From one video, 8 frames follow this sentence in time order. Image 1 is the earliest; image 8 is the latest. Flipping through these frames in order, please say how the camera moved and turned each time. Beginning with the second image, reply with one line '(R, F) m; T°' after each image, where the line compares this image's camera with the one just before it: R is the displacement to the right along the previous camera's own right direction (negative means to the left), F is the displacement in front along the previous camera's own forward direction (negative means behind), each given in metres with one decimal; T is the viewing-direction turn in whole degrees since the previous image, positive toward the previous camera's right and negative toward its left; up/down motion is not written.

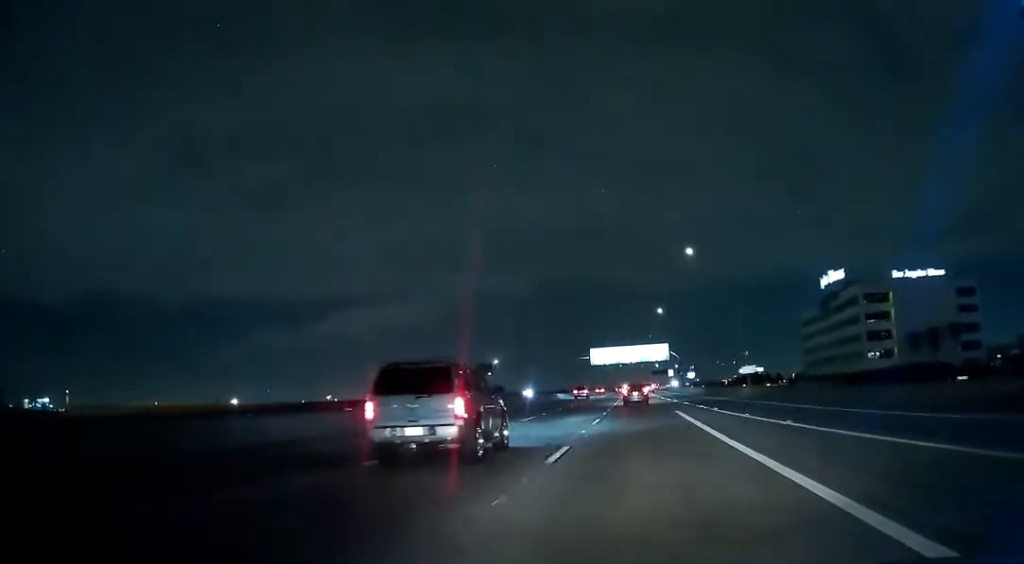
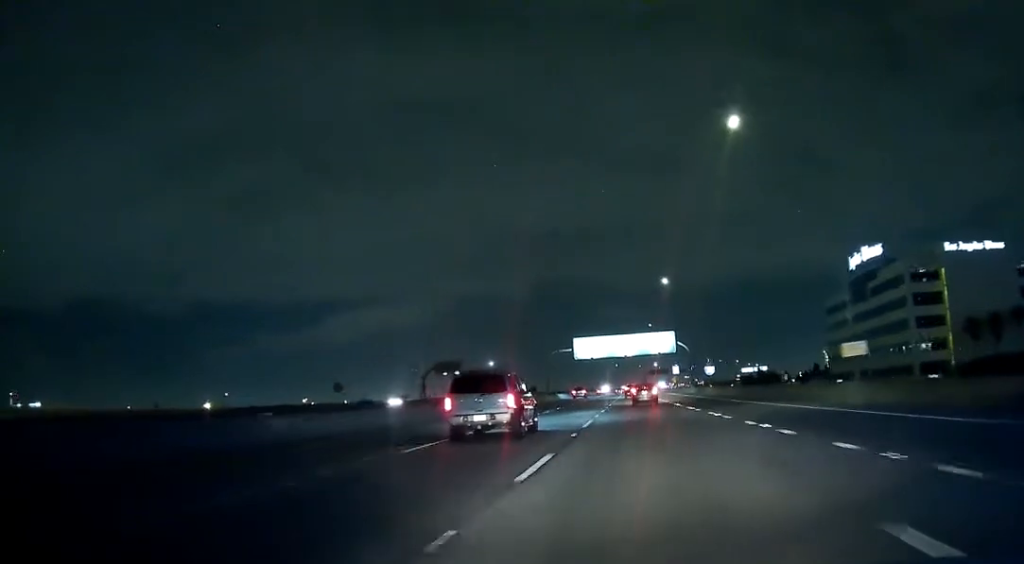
(0.0, +32.2) m; 0°
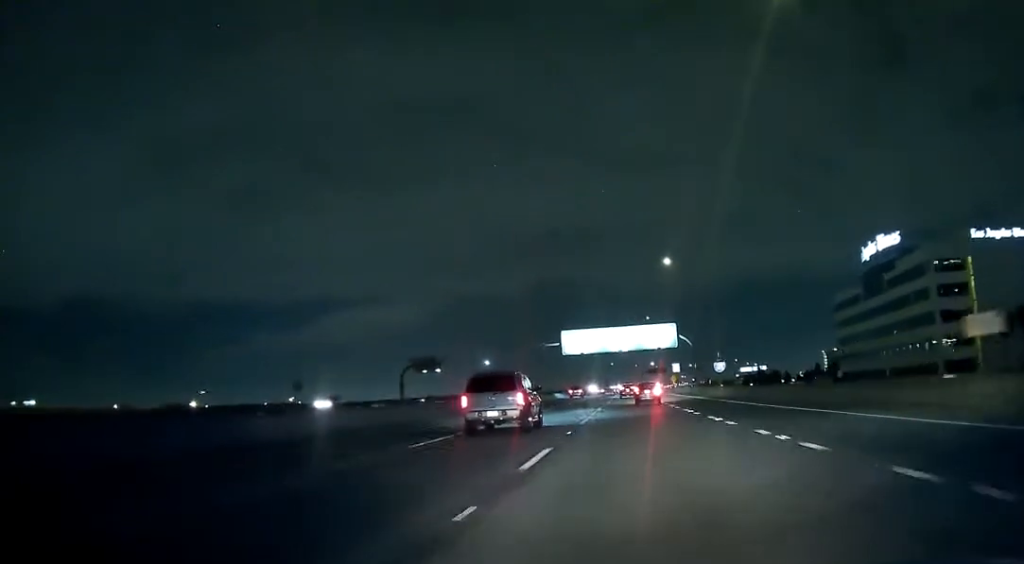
(0.0, +12.5) m; 0°
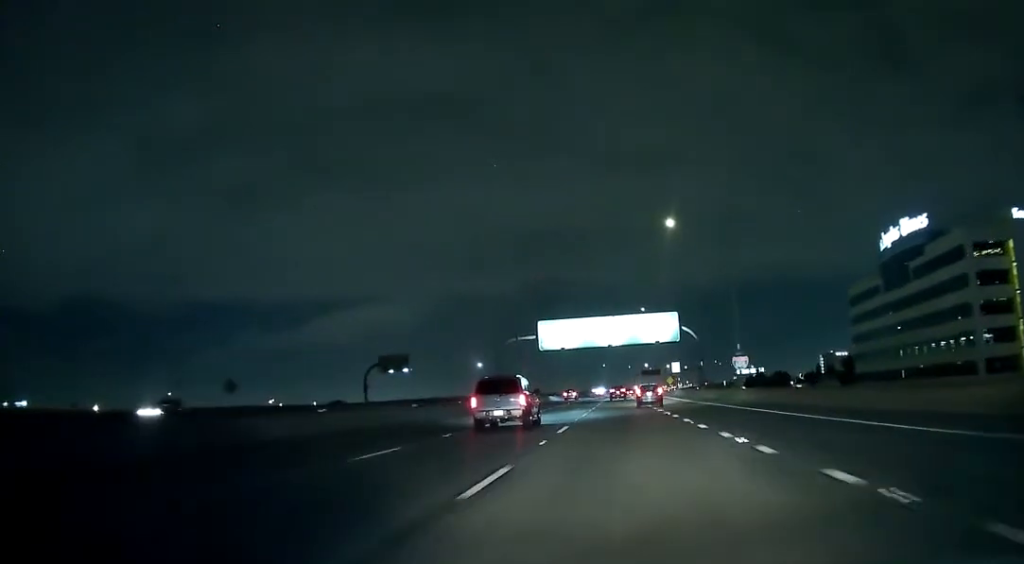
(0.0, +17.7) m; 0°
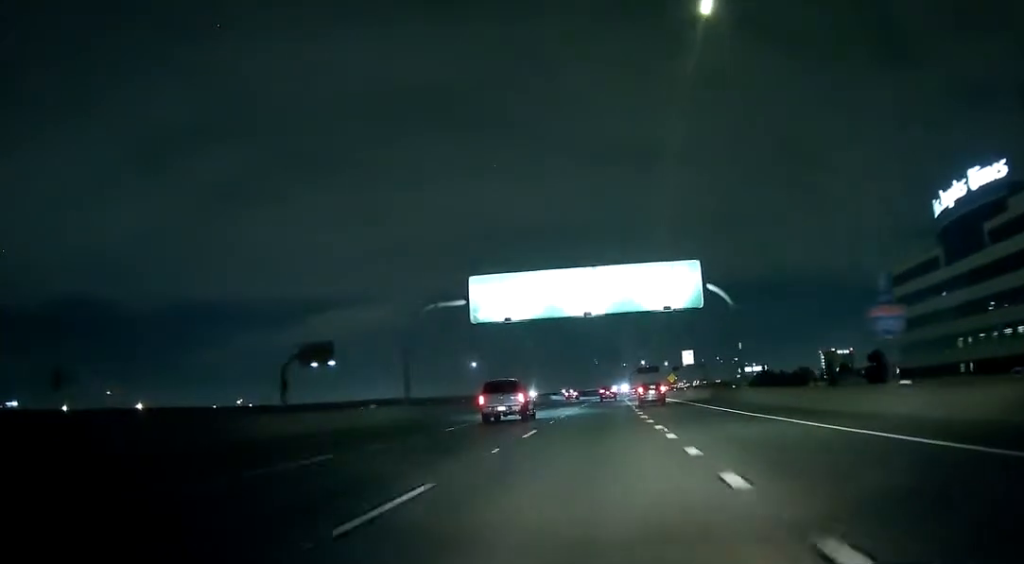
(0.0, +31.4) m; +1°
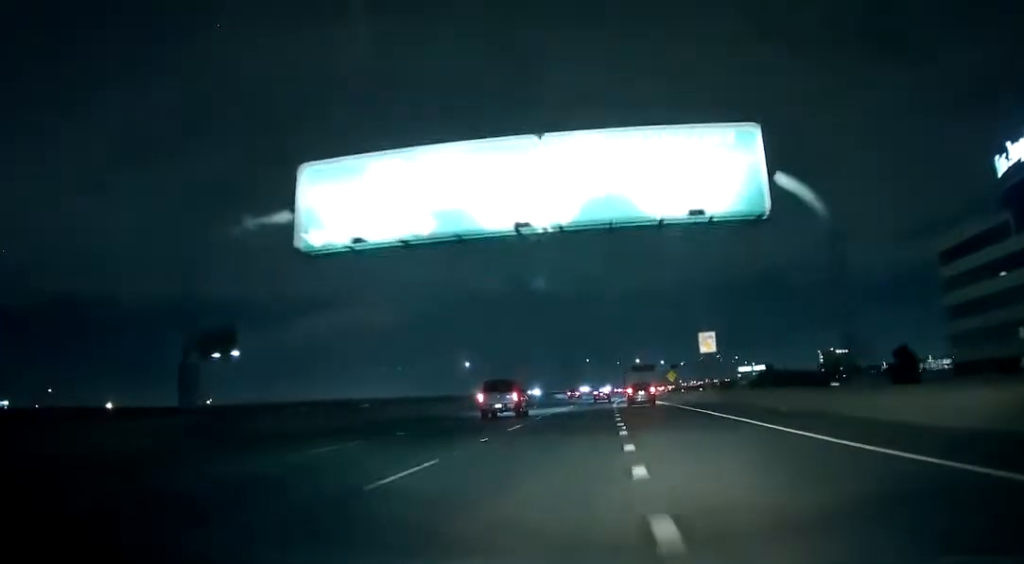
(+0.3, +25.4) m; +1°
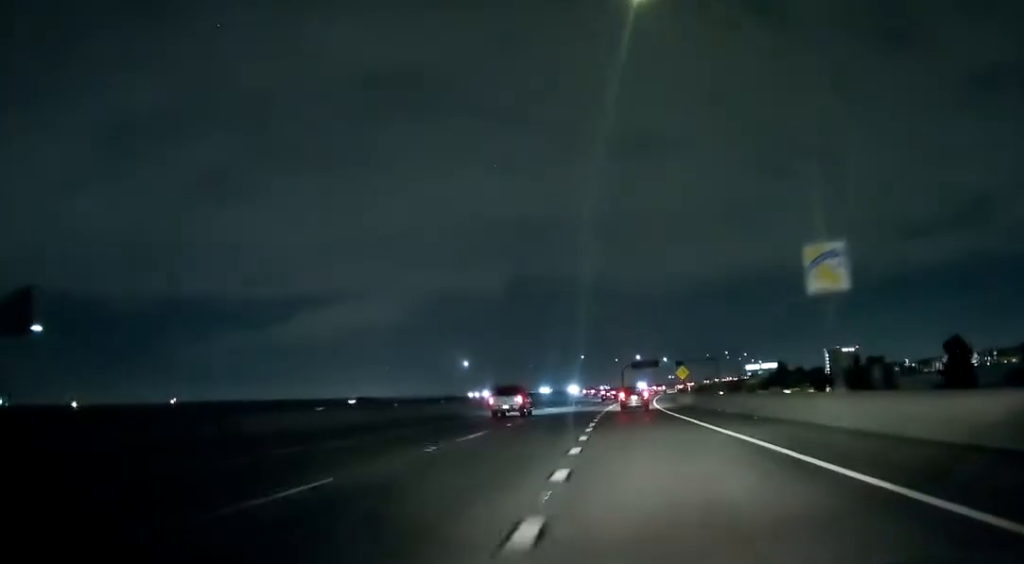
(0.0, +31.8) m; 0°
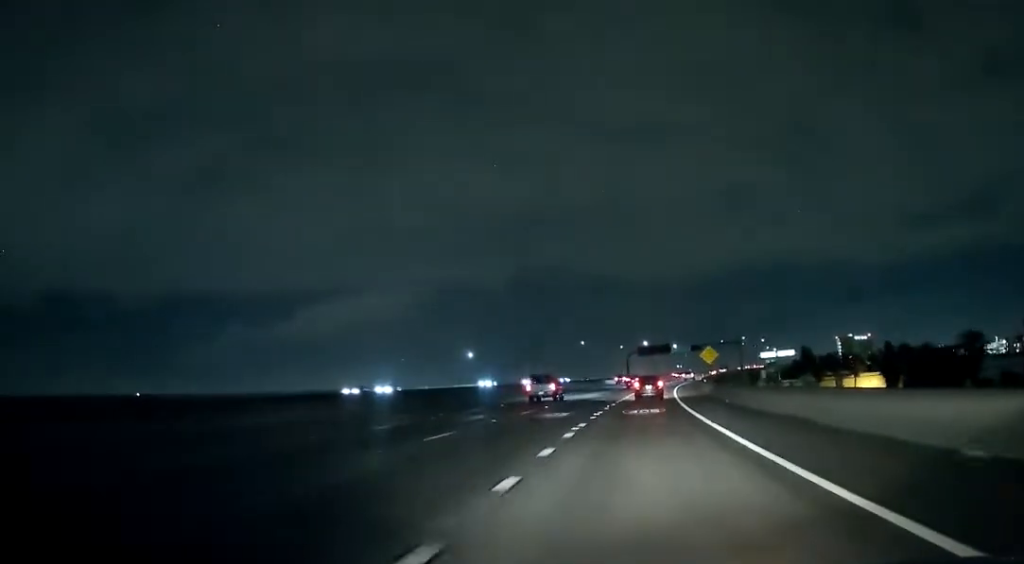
(+0.2, +32.6) m; +1°
